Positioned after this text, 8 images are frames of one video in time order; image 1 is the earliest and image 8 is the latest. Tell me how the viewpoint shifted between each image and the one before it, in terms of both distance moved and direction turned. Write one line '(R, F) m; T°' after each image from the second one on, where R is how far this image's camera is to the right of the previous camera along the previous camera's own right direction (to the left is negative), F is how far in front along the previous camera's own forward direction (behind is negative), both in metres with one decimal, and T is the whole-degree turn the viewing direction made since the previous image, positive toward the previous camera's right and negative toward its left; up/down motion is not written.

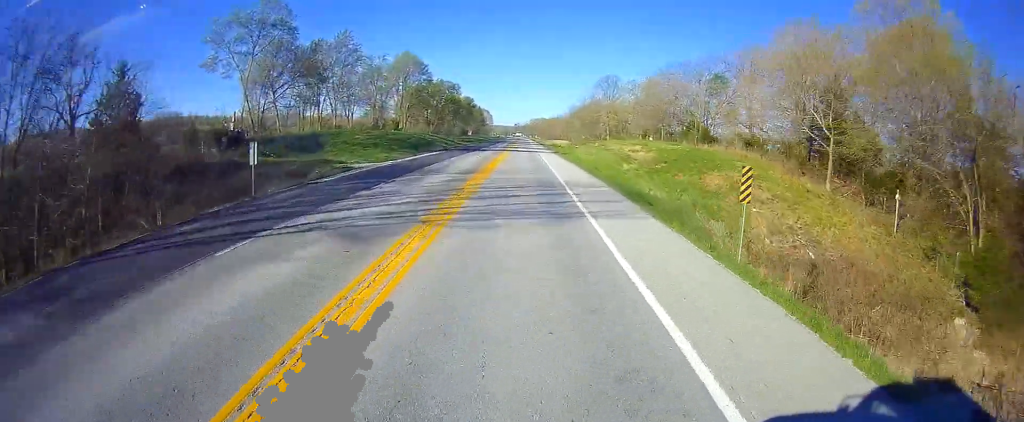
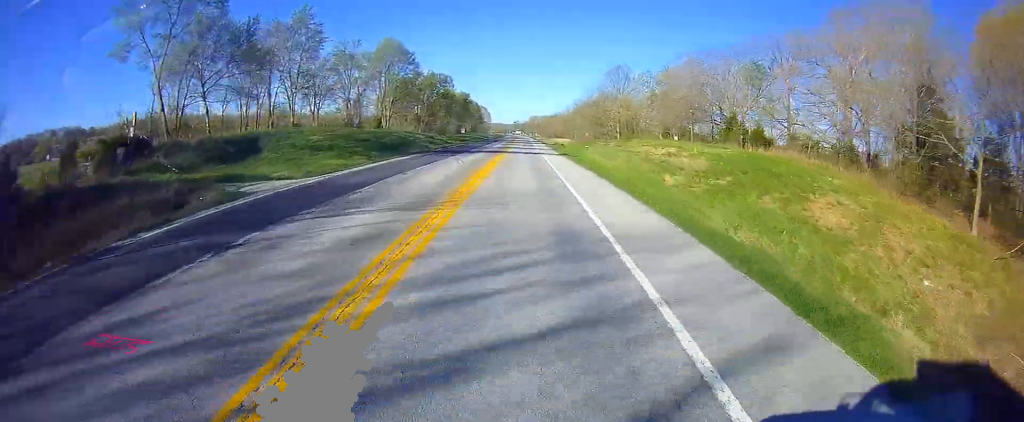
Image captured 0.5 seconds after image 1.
(-0.1, +14.4) m; 0°
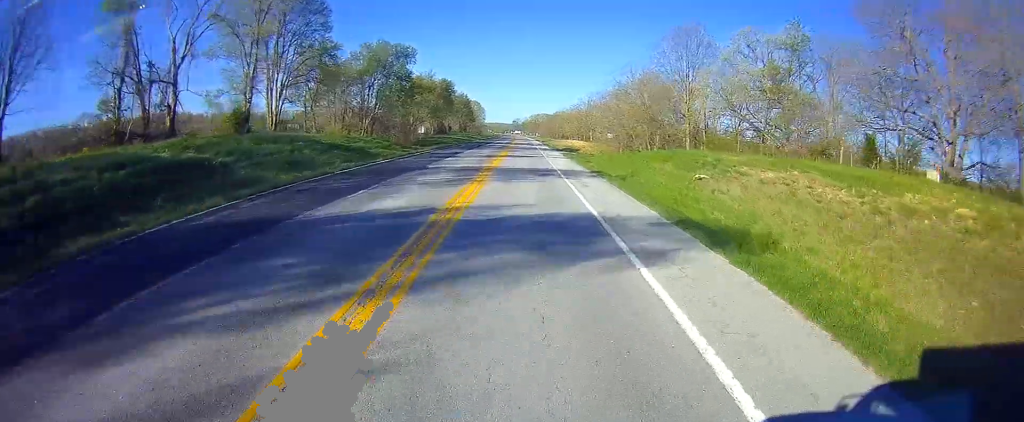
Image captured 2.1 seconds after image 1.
(+0.2, +49.4) m; 0°
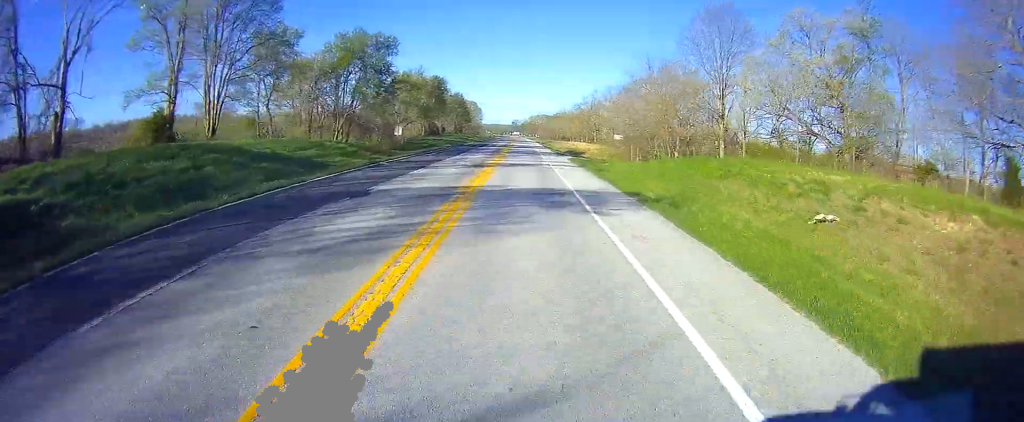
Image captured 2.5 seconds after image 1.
(+0.1, +12.4) m; 0°
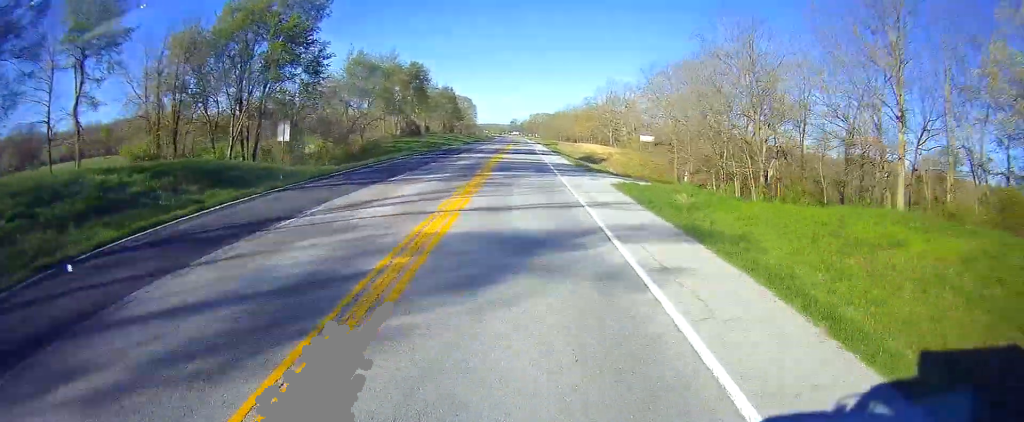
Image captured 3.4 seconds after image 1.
(-0.1, +28.9) m; 0°
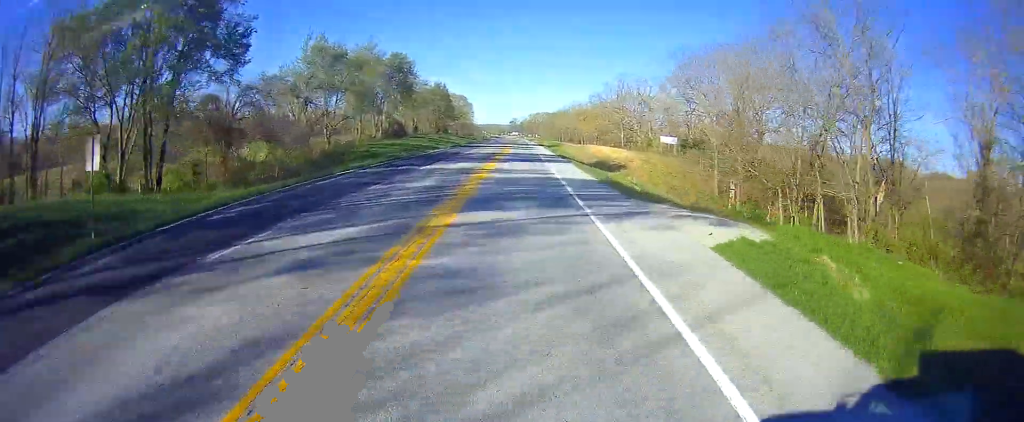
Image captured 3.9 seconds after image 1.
(0.0, +15.5) m; 0°
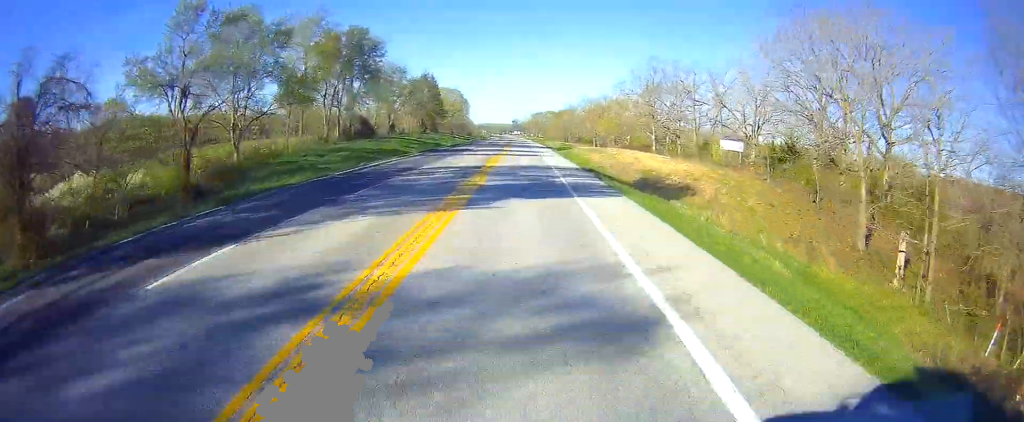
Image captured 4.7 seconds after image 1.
(0.0, +25.8) m; 0°
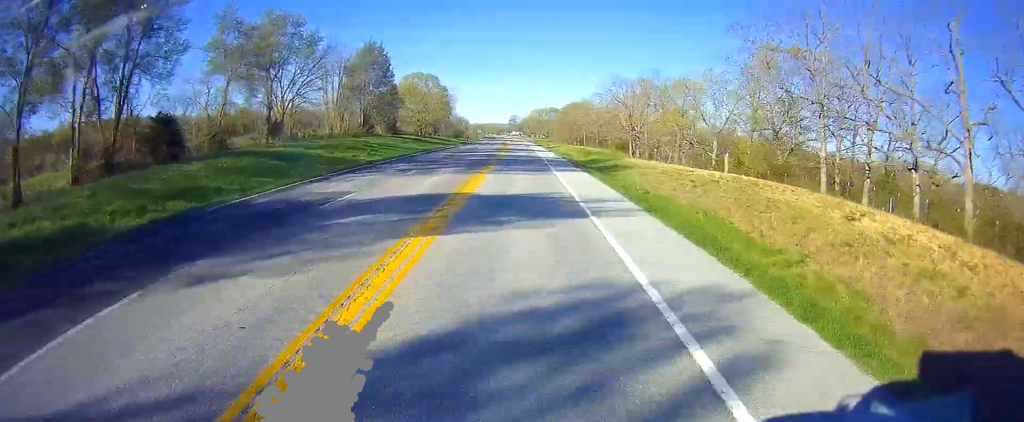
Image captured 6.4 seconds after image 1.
(+0.3, +51.8) m; +1°
